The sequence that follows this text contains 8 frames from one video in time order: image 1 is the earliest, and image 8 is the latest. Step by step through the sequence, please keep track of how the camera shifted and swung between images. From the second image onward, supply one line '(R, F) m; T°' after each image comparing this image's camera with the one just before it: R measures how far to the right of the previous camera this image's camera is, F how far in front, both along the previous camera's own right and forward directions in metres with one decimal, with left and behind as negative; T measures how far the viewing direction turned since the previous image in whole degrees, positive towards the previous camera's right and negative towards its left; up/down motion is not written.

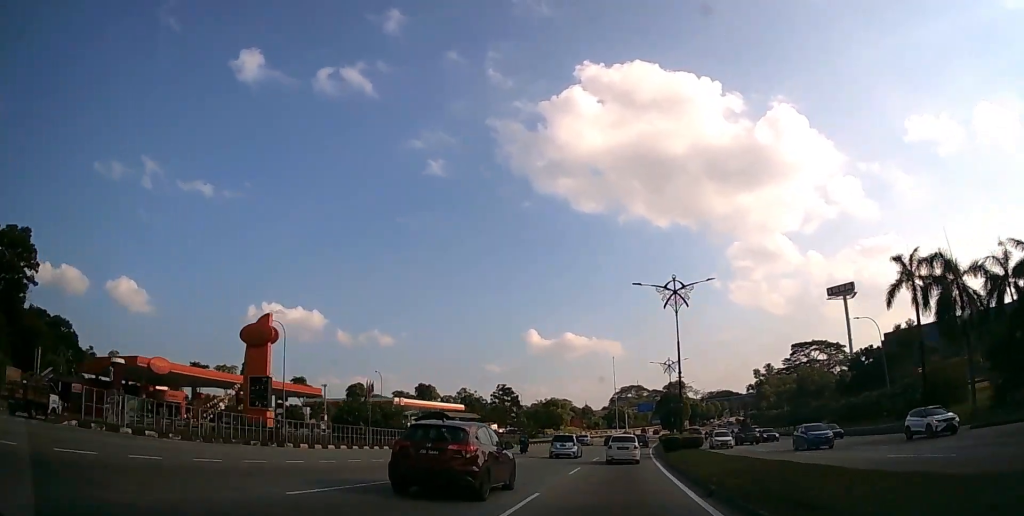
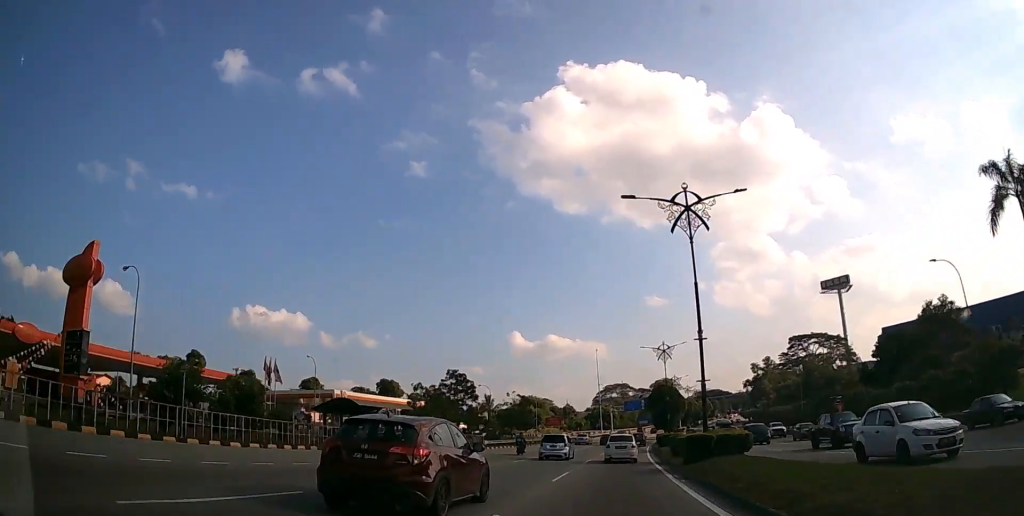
(+0.2, +15.9) m; +2°
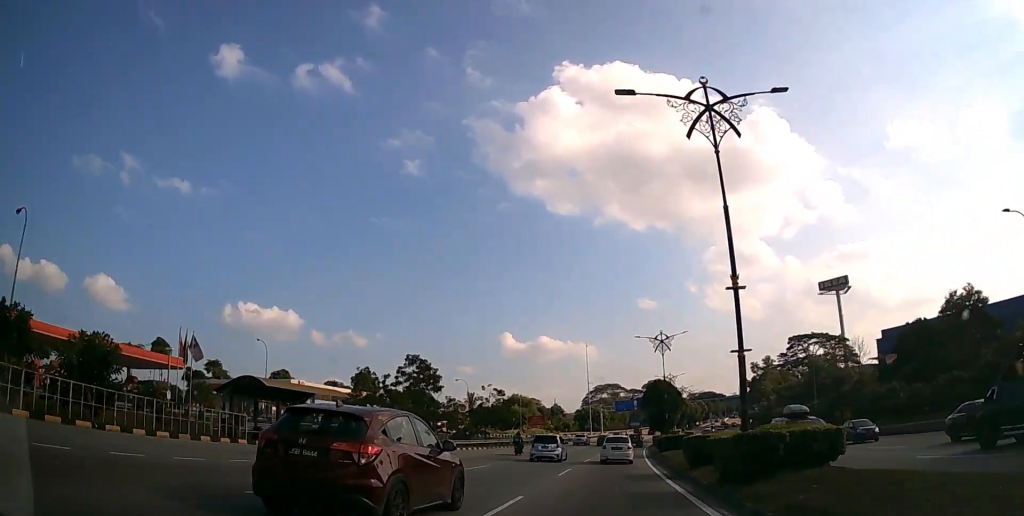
(+0.1, +9.2) m; +1°
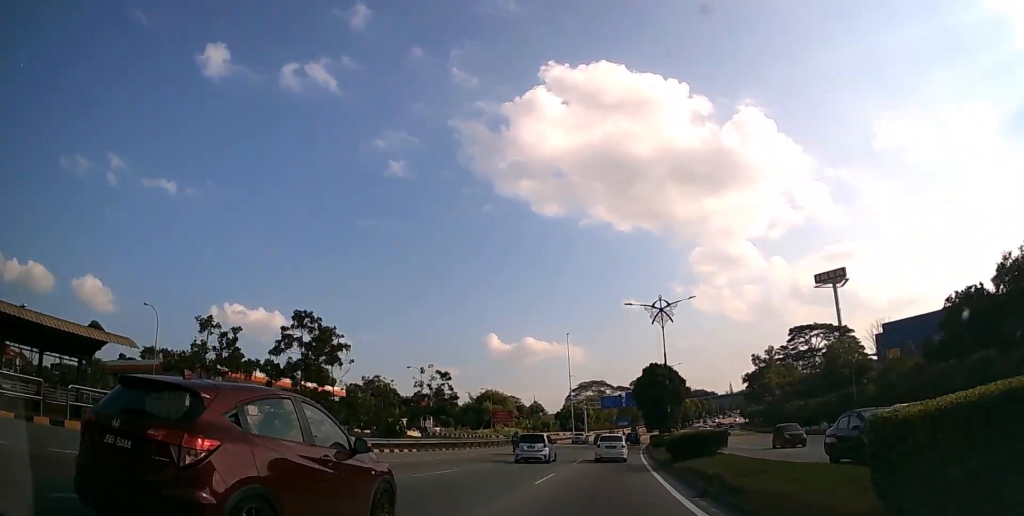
(+0.2, +15.8) m; +1°
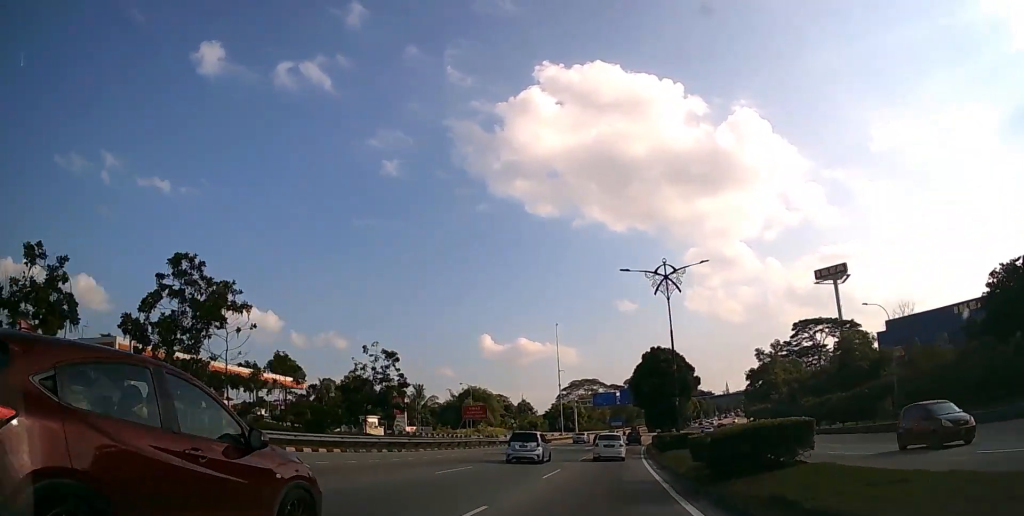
(+0.1, +9.7) m; +1°
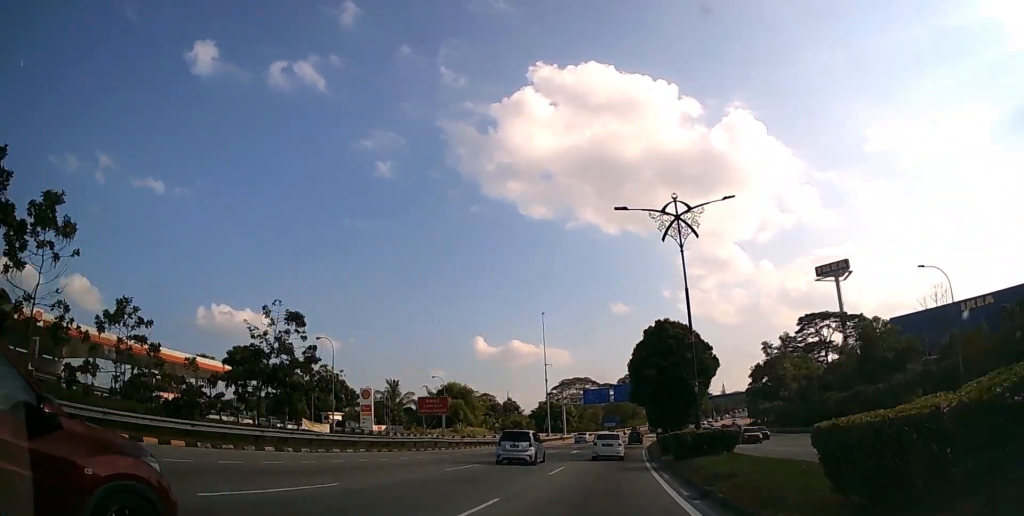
(+0.1, +11.2) m; +1°
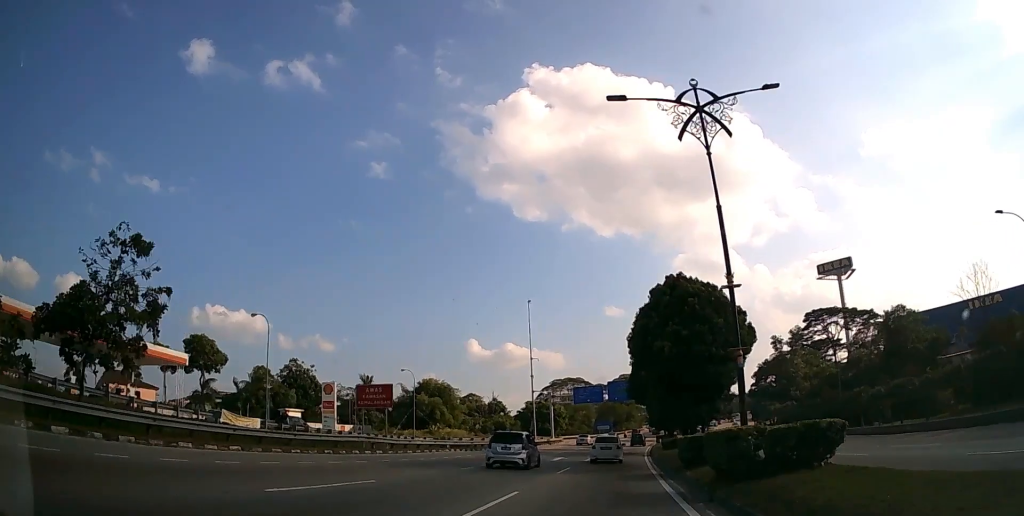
(+0.1, +9.9) m; +1°
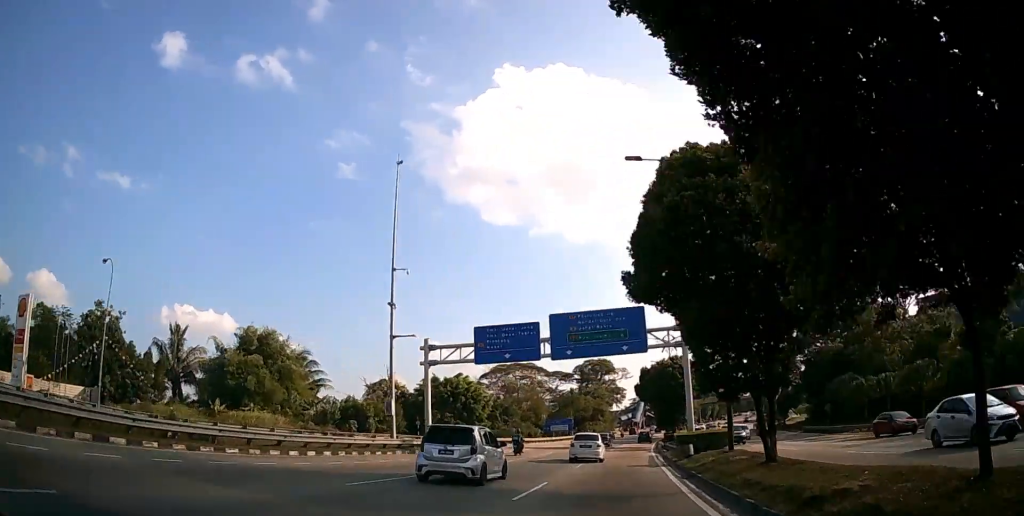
(+1.1, +45.5) m; +3°
